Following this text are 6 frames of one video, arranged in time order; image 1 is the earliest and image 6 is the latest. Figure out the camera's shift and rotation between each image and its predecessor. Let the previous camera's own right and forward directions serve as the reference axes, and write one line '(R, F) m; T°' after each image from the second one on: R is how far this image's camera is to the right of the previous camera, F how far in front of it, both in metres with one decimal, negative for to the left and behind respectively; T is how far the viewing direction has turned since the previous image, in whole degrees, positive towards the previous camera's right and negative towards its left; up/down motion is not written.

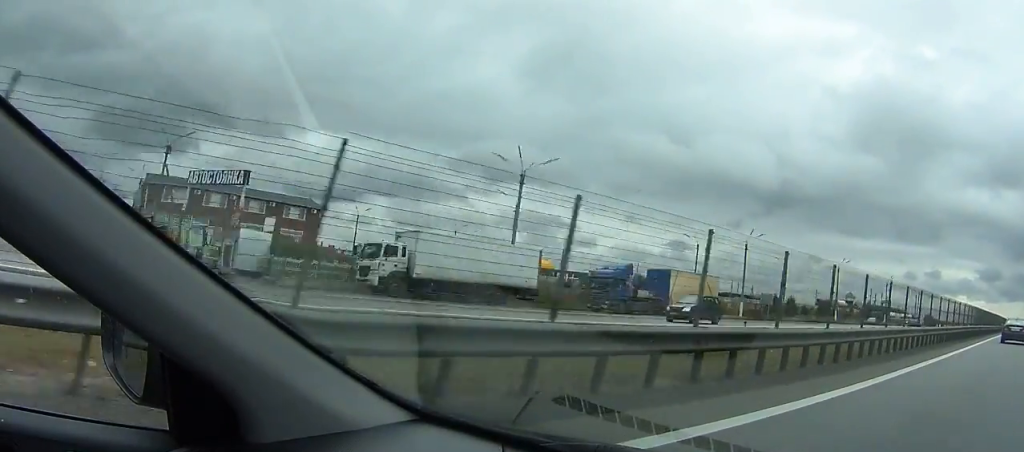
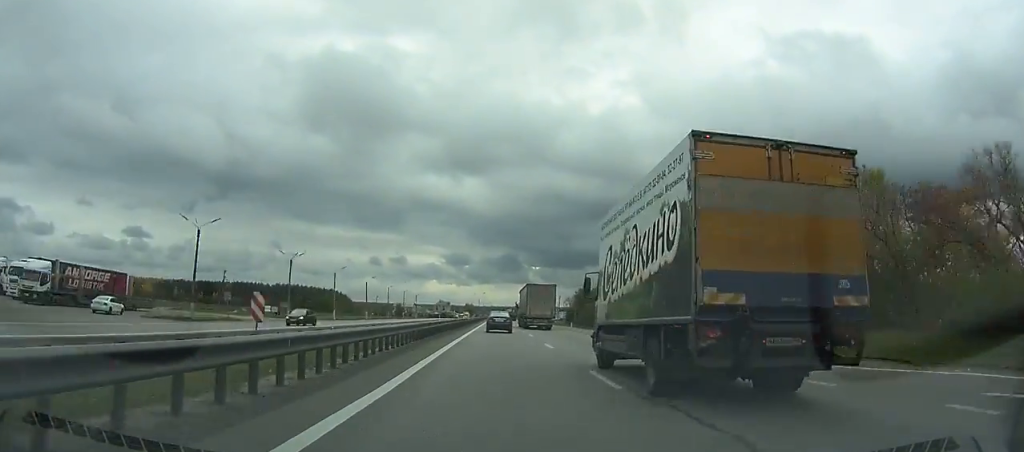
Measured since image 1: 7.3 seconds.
(-0.5, +178.8) m; 0°
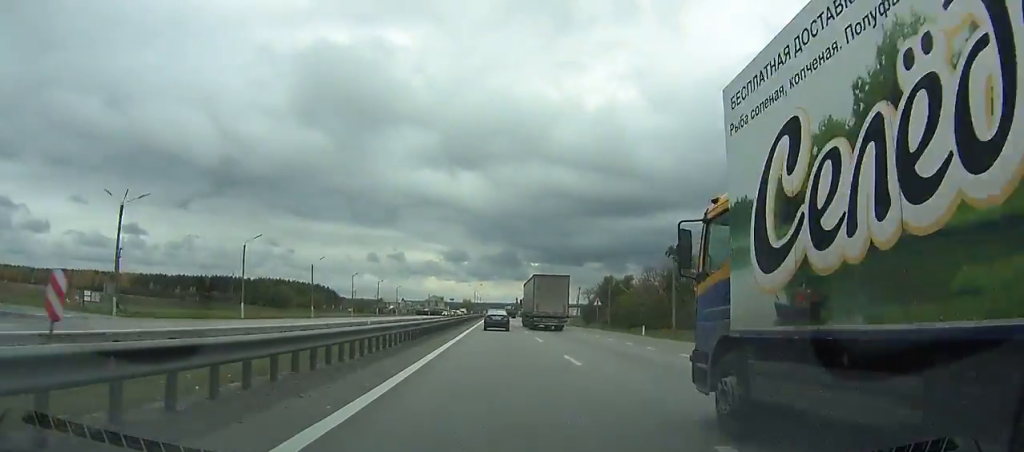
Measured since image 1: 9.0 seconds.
(0.0, +41.2) m; 0°
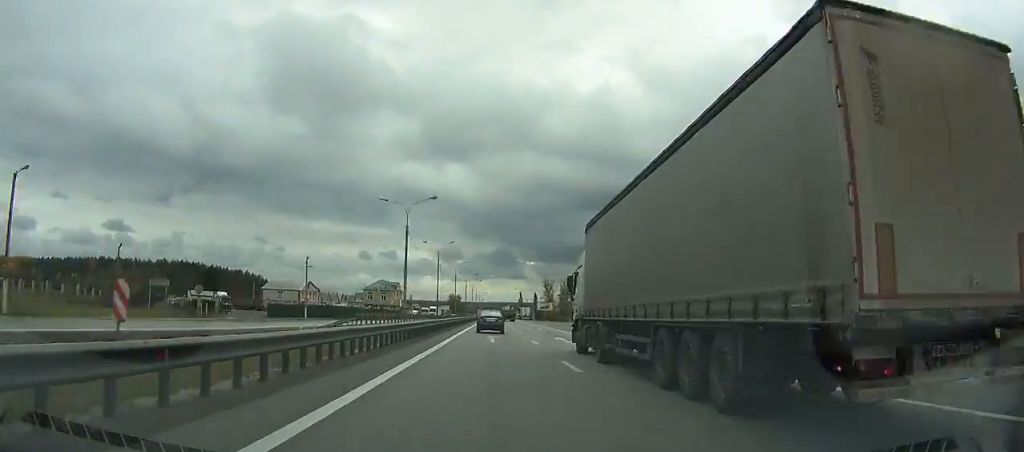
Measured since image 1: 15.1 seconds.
(-0.2, +154.6) m; 0°
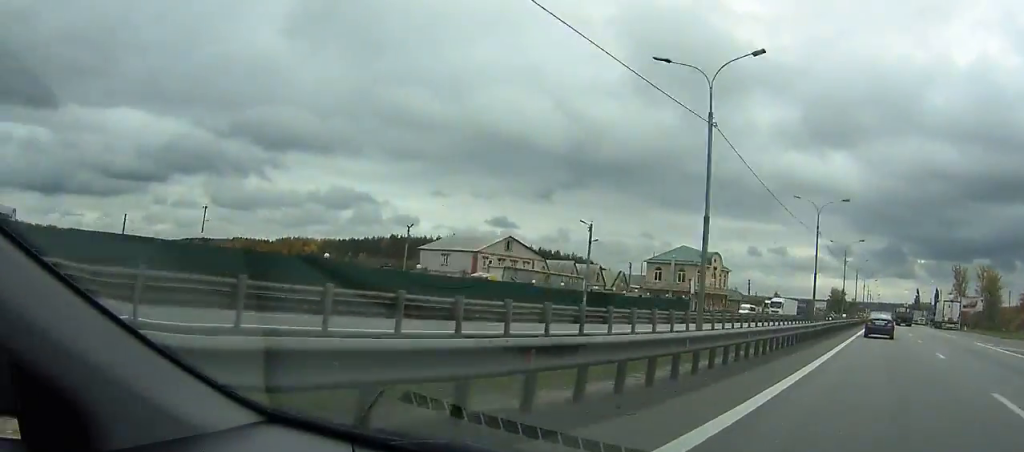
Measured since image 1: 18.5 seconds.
(0.0, +93.2) m; 0°
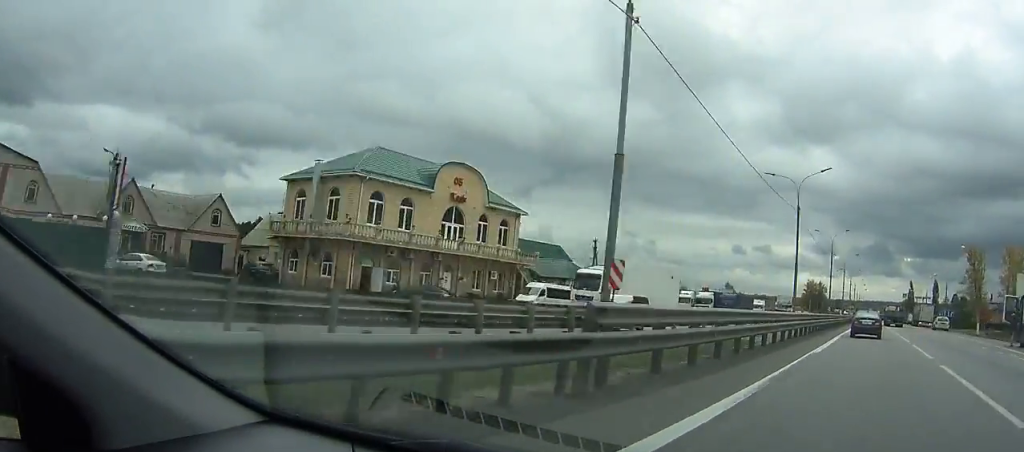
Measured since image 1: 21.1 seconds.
(0.0, +71.1) m; 0°
